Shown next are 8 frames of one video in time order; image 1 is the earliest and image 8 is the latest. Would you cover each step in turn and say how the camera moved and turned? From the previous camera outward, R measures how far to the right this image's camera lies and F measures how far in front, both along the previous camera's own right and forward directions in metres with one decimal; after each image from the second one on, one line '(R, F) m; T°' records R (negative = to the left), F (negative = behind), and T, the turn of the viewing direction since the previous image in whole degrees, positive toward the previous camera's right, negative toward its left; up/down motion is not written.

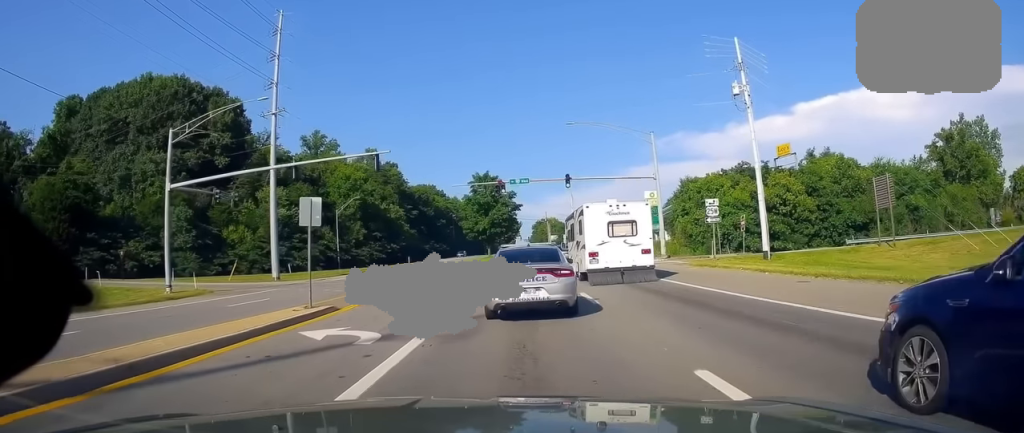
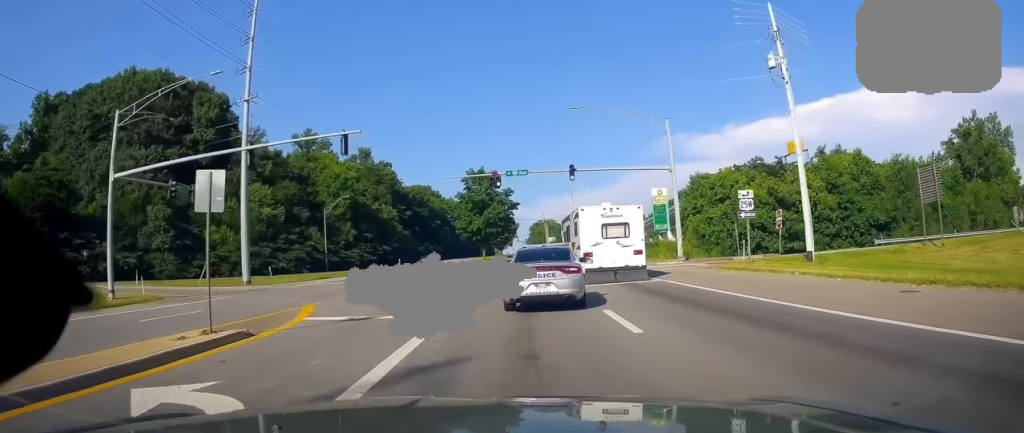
(-0.2, +3.2) m; -2°
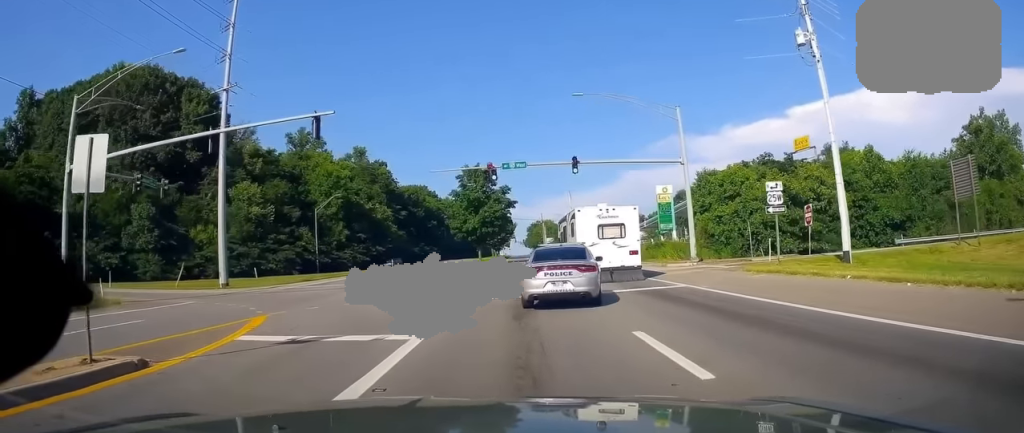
(+0.1, +3.2) m; +1°
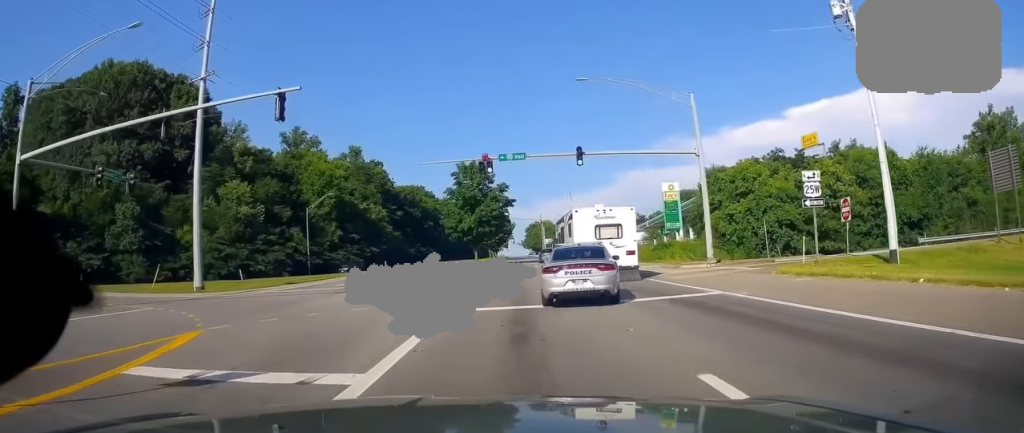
(0.0, +3.9) m; 0°
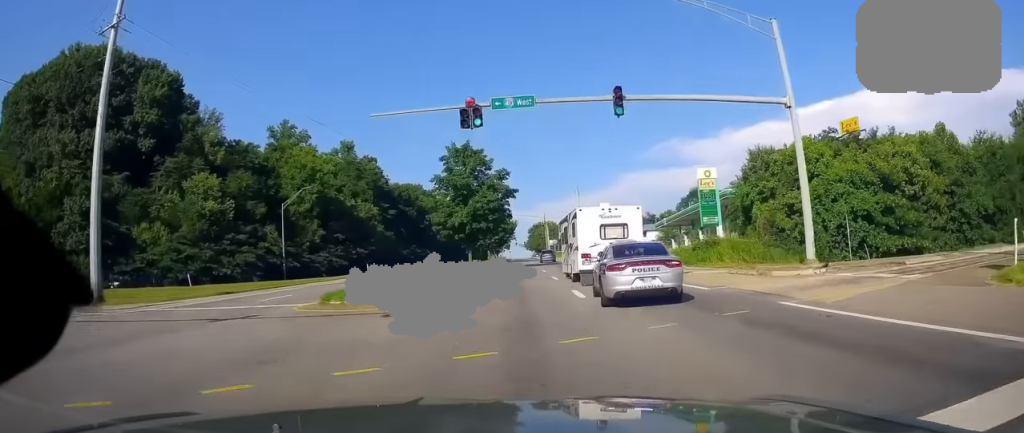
(+0.4, +12.0) m; +3°
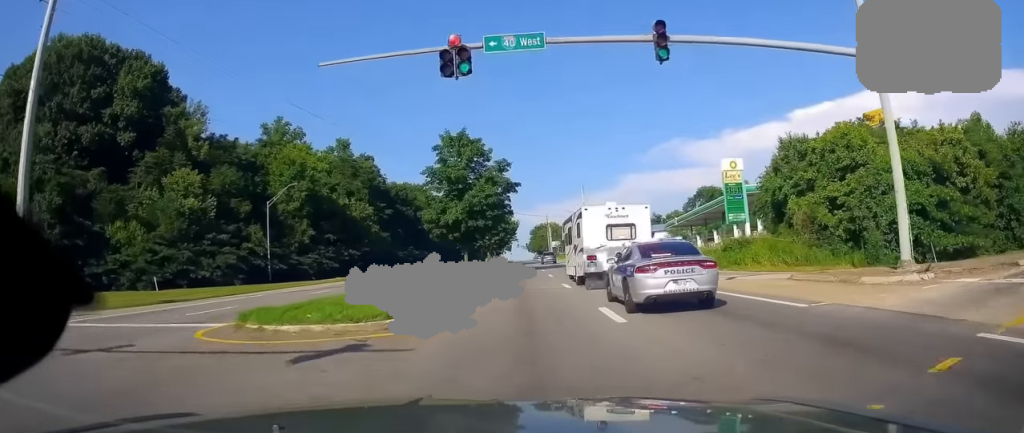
(+0.2, +5.7) m; 0°
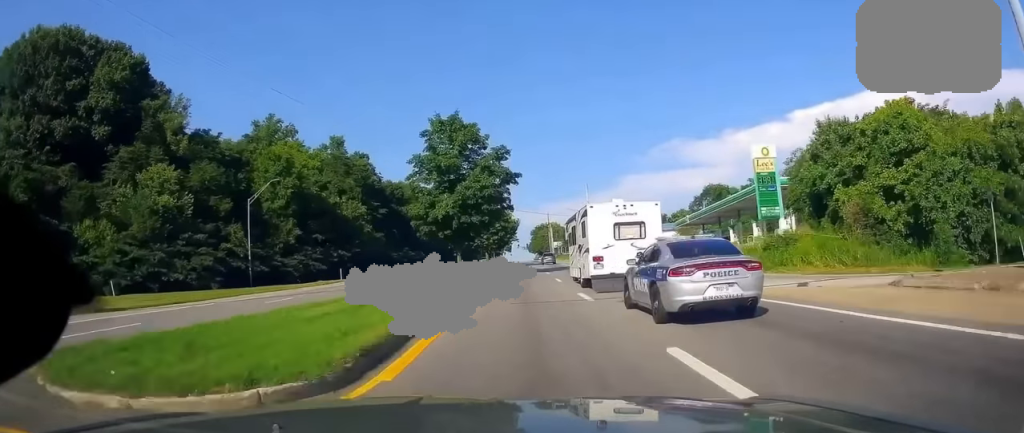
(-0.3, +6.0) m; 0°
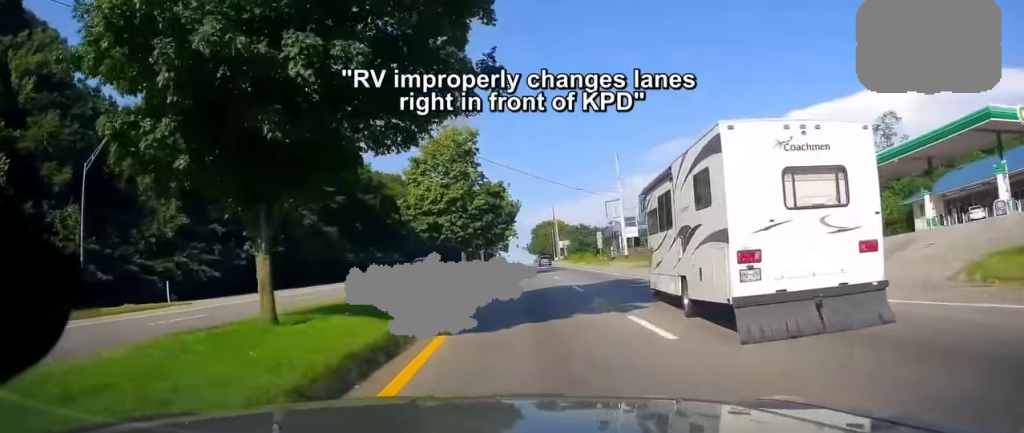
(+1.3, +32.5) m; +3°
